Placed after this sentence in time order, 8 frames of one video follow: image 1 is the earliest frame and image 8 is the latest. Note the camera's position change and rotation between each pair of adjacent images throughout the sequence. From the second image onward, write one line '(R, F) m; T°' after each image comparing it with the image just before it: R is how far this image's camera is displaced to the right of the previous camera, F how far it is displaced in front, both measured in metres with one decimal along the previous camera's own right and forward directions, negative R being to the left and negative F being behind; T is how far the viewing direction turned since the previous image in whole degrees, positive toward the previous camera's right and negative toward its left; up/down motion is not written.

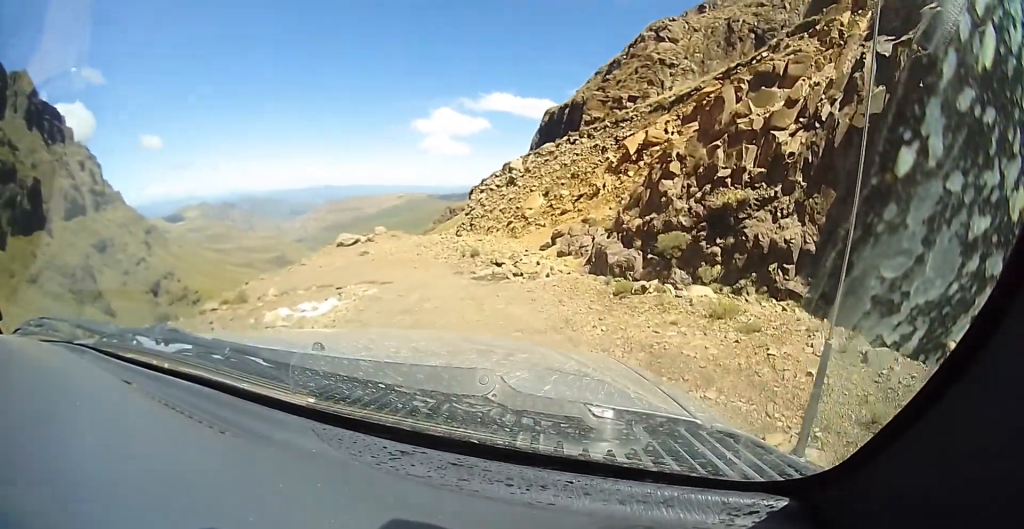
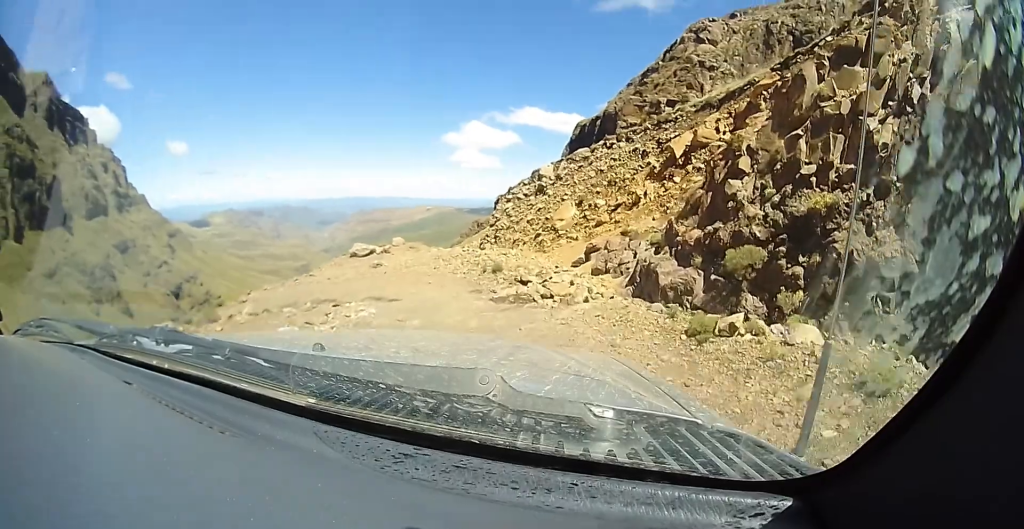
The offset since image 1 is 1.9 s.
(-0.4, +2.7) m; -5°
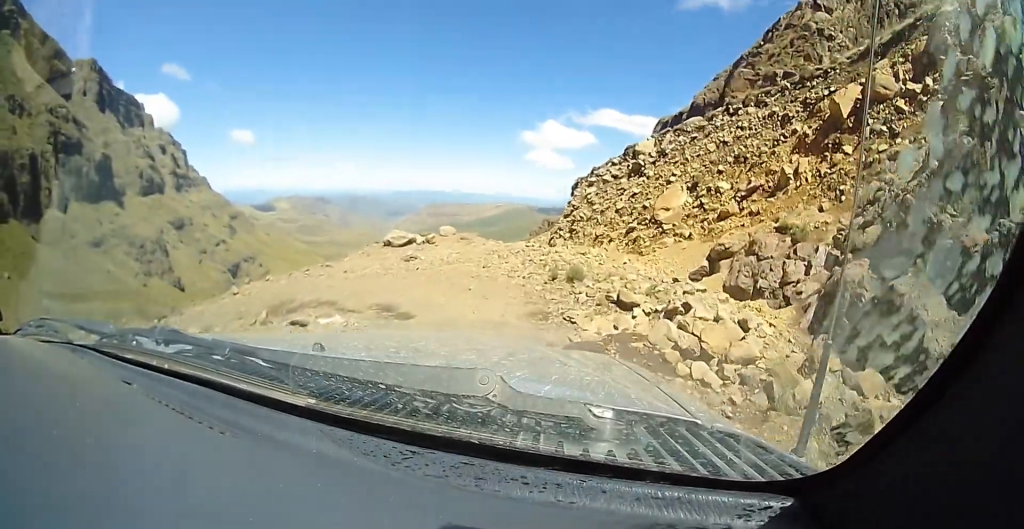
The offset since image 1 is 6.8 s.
(+0.3, +6.9) m; +3°
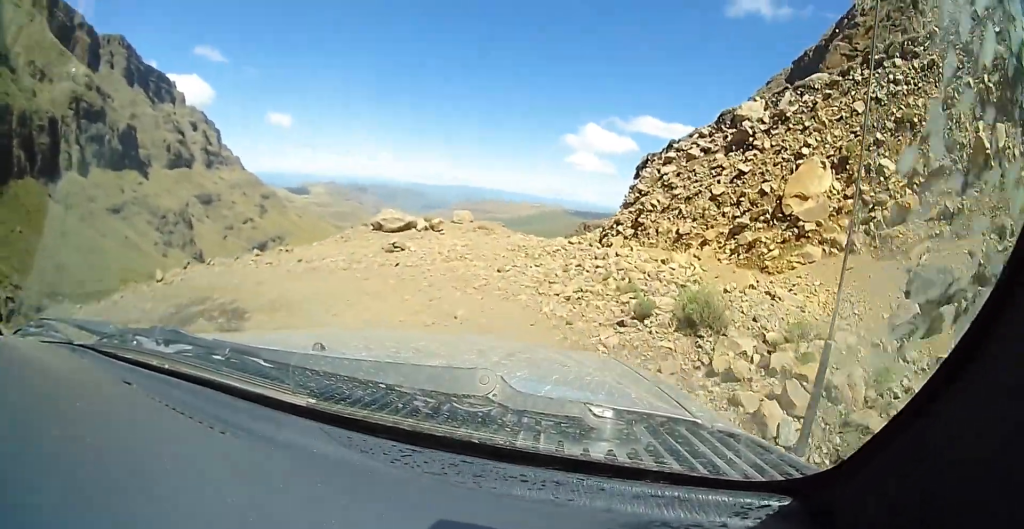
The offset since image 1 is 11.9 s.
(-0.7, +6.5) m; -34°
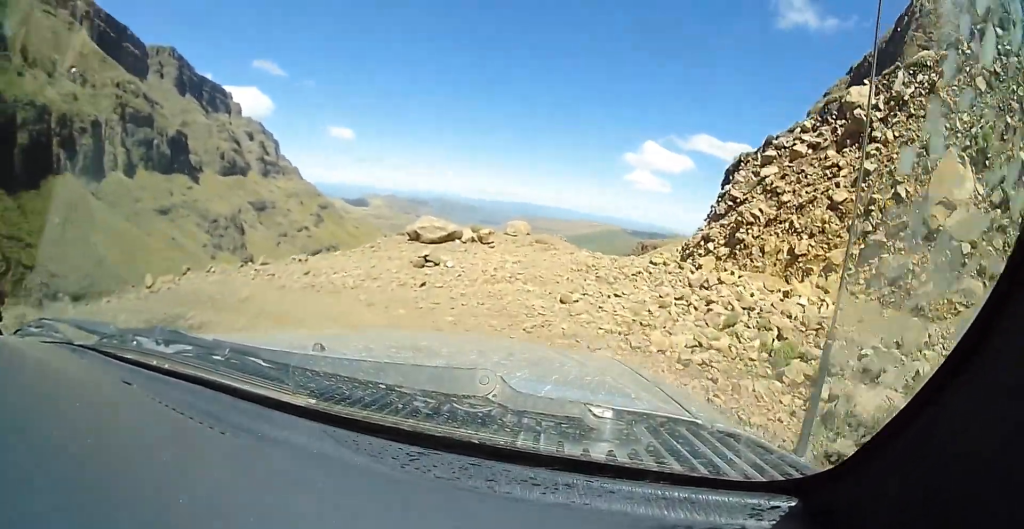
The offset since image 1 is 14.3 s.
(-0.1, +3.0) m; -29°
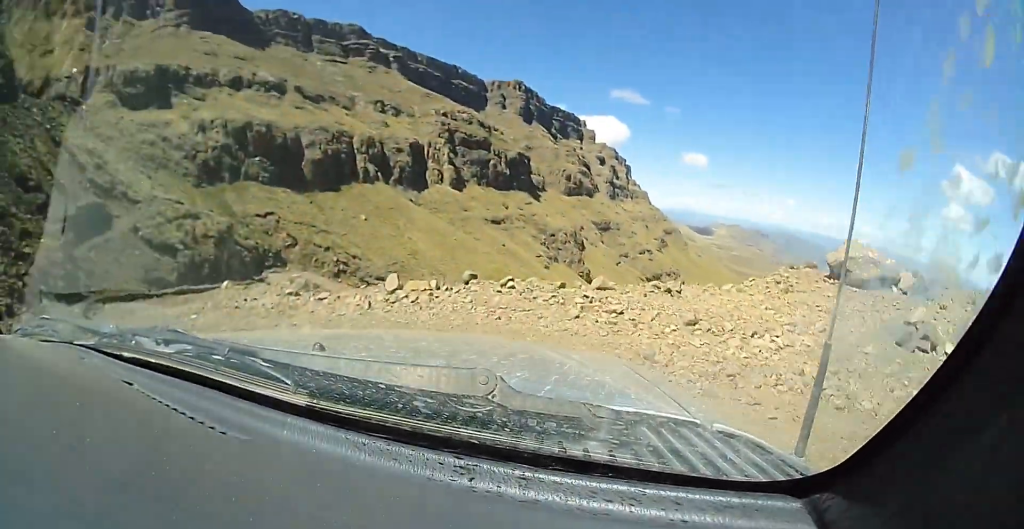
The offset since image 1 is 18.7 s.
(-3.1, +4.8) m; -47°
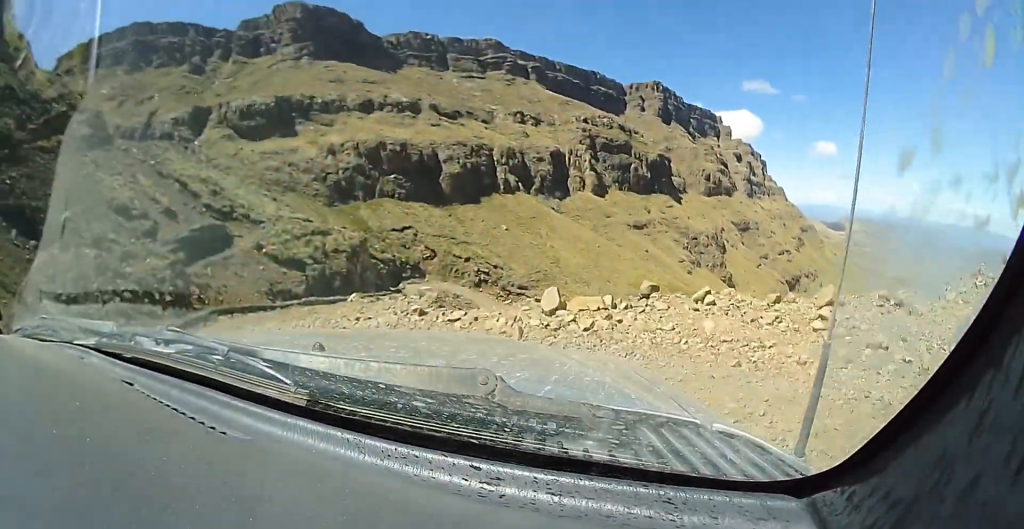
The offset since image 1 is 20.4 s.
(-0.5, +2.9) m; -7°
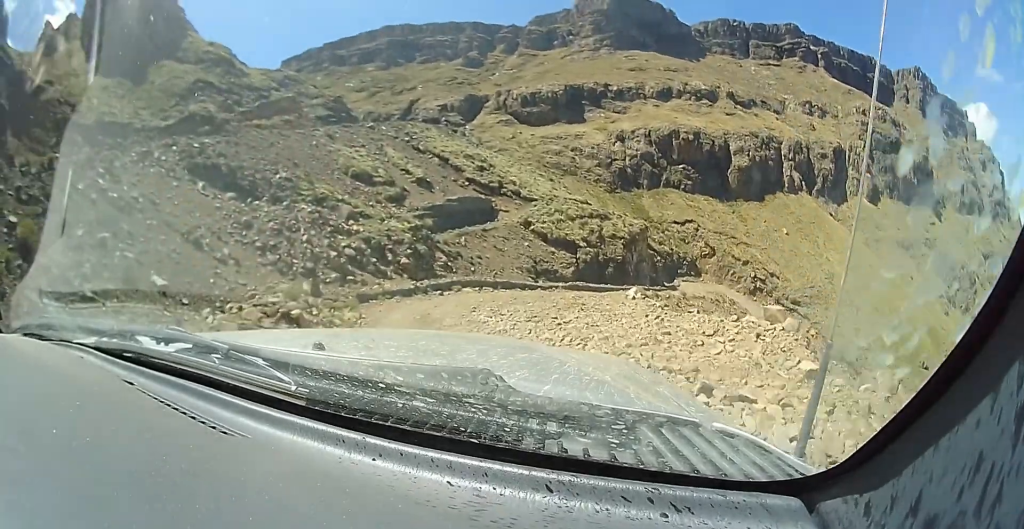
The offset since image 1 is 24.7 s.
(-0.9, +7.3) m; -10°
